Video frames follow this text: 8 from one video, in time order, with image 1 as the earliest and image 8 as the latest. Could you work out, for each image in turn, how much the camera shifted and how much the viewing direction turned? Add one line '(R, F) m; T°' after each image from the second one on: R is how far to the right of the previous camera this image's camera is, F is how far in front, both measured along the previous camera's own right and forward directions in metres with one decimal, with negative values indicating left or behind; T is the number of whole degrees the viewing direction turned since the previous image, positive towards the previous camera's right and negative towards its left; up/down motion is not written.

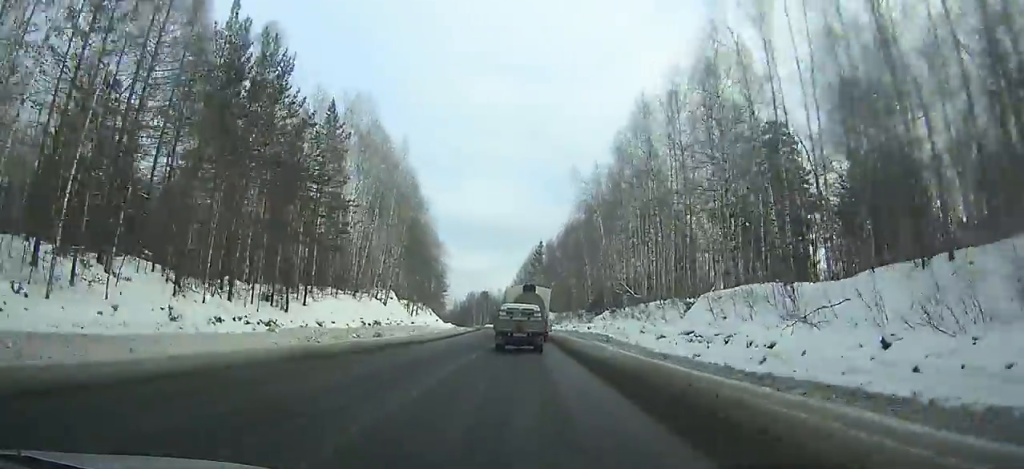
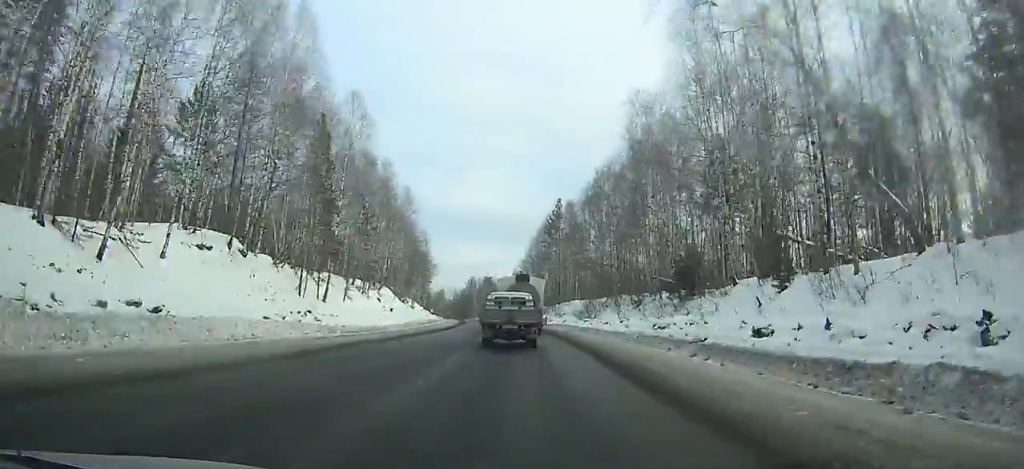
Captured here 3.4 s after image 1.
(0.0, +41.1) m; -1°
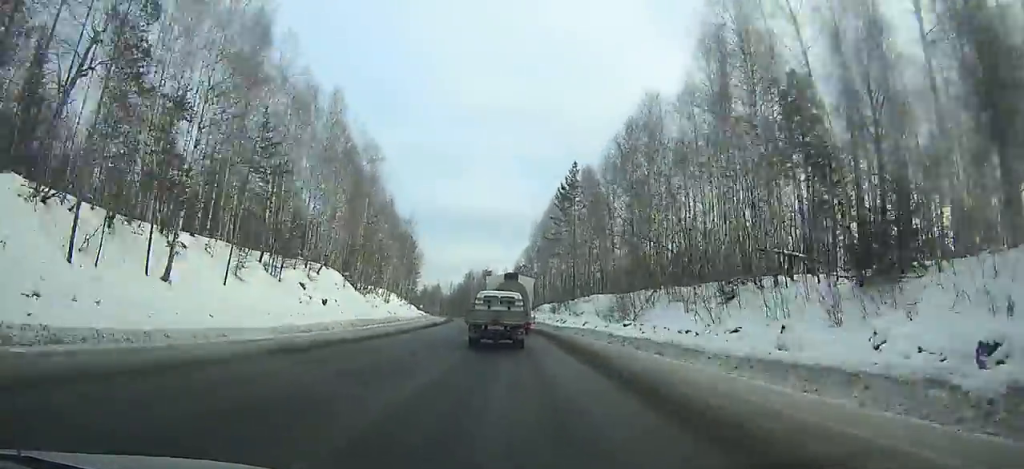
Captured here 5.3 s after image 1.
(-0.3, +22.8) m; -2°
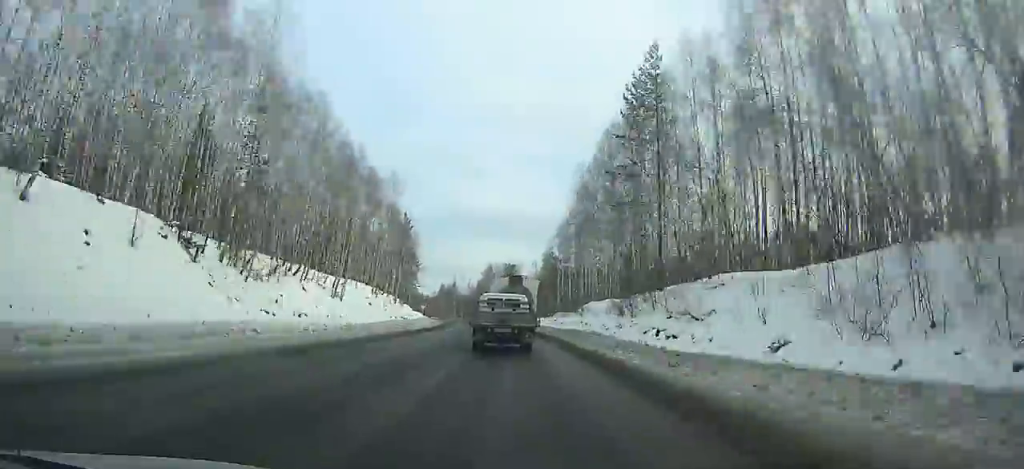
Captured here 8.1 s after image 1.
(-0.9, +33.7) m; -2°
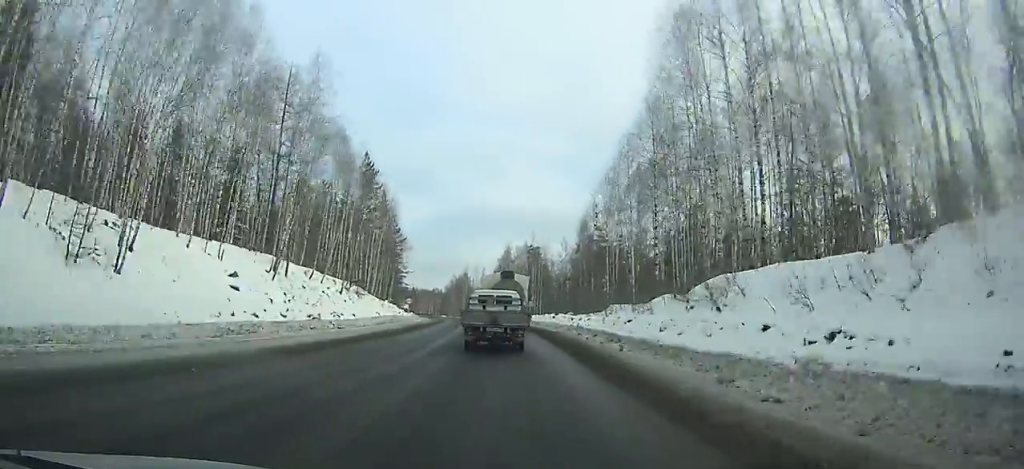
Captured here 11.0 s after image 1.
(-0.7, +35.2) m; -2°
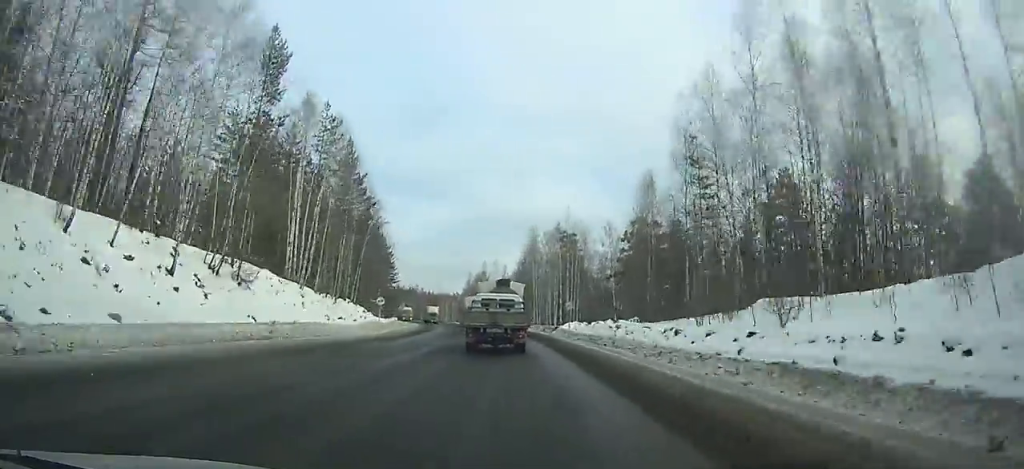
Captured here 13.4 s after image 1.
(-0.5, +29.6) m; -3°
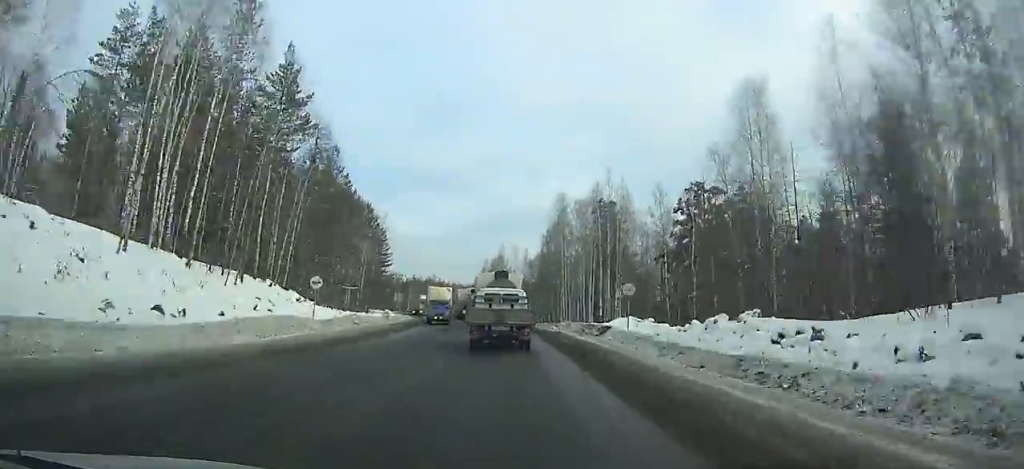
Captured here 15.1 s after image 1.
(+0.1, +21.2) m; -3°
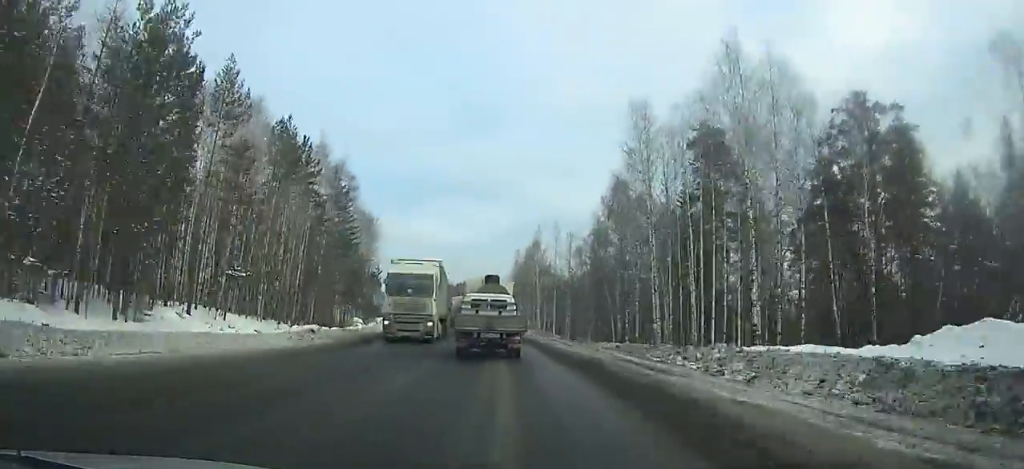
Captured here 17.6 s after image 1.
(-1.7, +31.7) m; -5°
